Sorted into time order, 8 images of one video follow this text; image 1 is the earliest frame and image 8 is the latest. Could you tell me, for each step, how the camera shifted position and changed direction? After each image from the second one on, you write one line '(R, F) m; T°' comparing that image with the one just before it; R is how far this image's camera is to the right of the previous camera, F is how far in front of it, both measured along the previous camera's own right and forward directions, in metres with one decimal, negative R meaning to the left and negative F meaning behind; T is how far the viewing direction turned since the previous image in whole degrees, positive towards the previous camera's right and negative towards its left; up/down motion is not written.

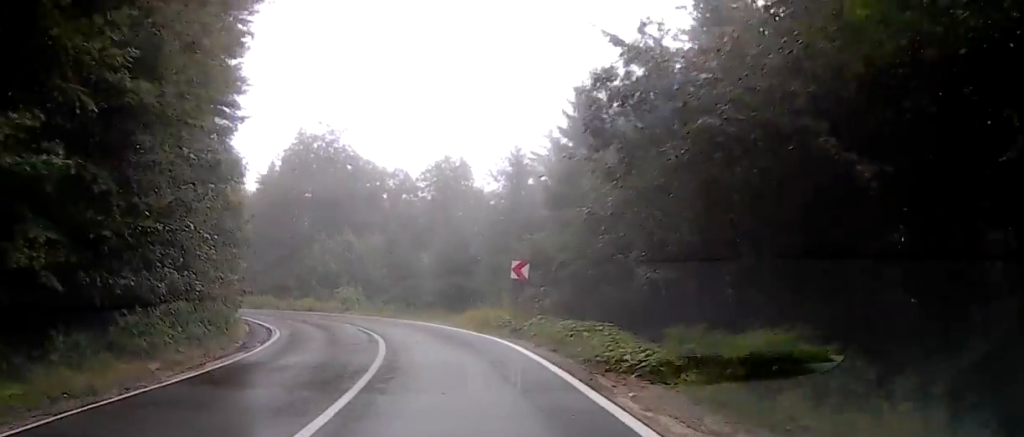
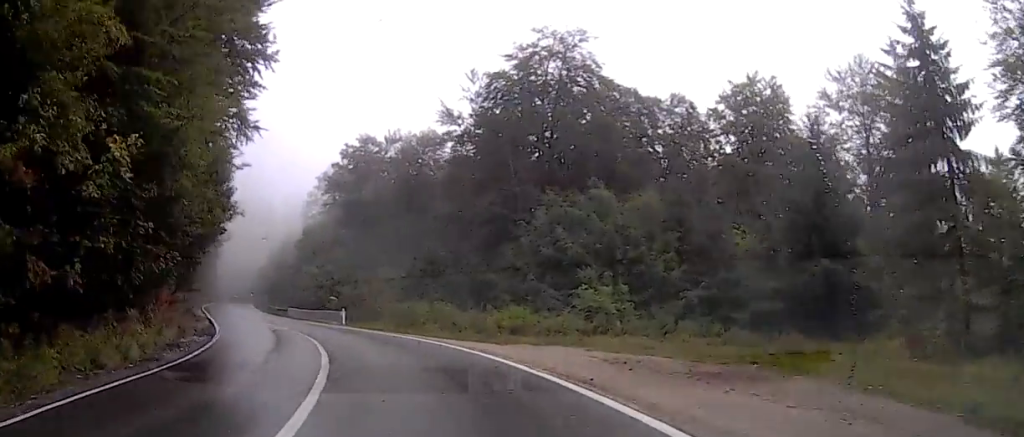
(-5.6, +31.9) m; -28°
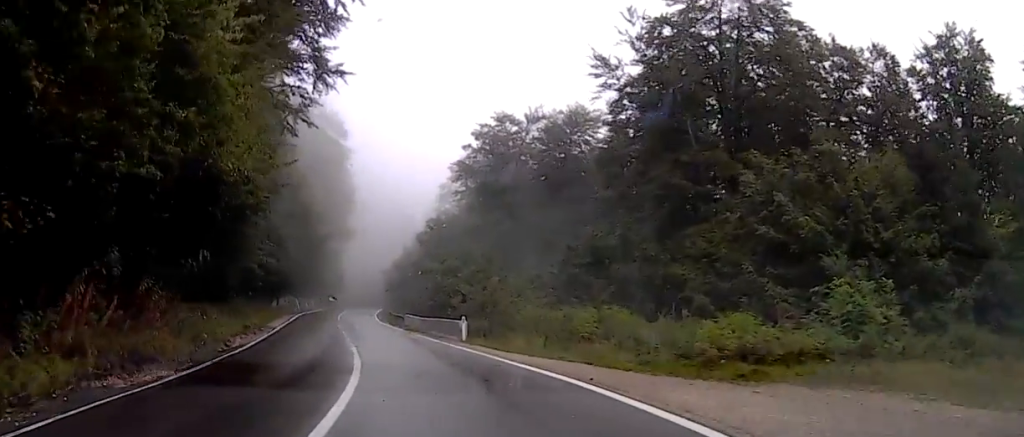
(-1.8, +12.1) m; -11°
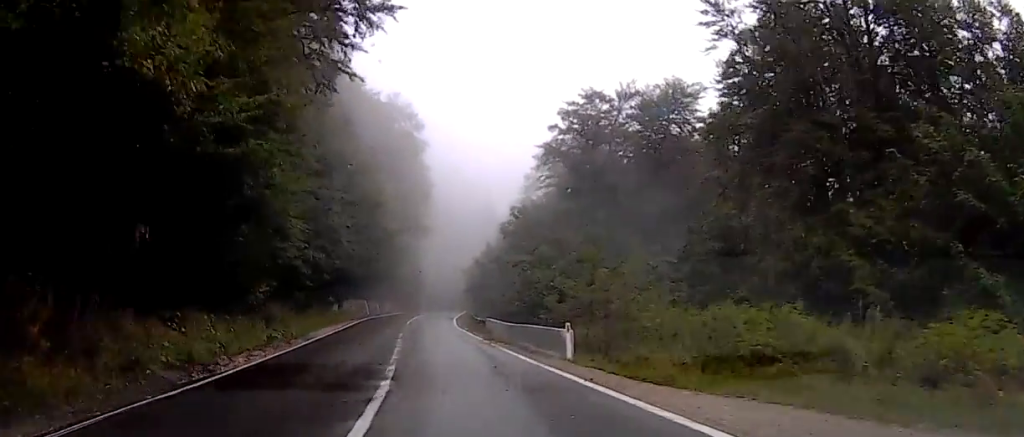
(+0.1, +7.3) m; -4°
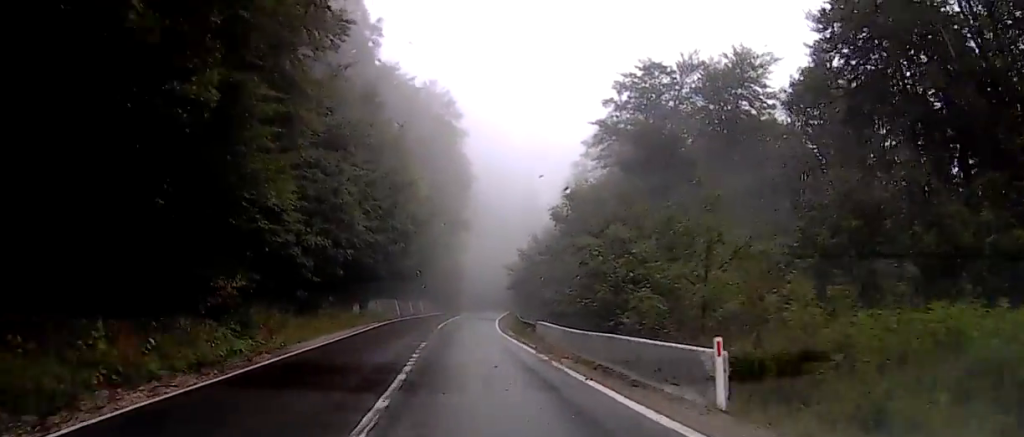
(-0.6, +7.9) m; -3°
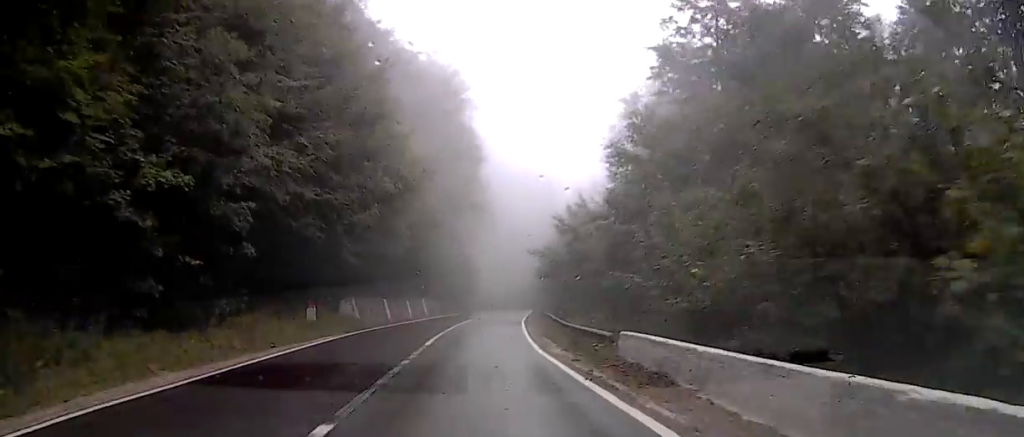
(-0.4, +14.2) m; +1°
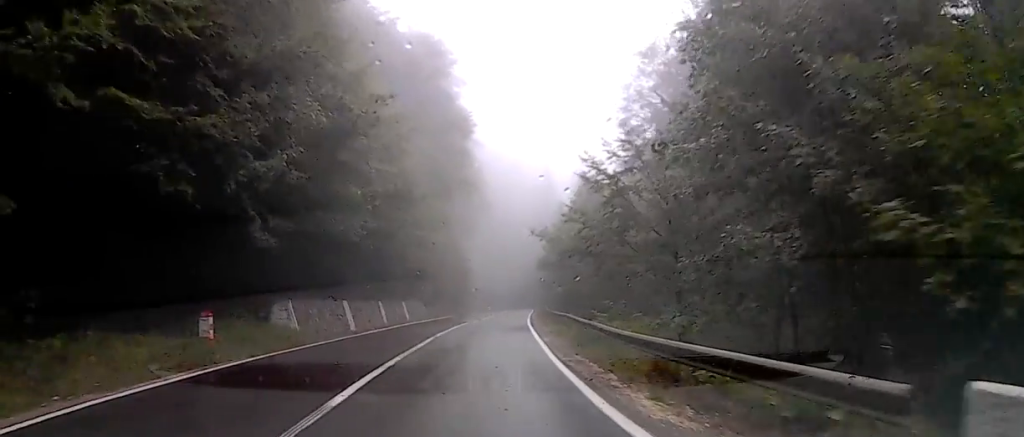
(+0.3, +10.3) m; +2°
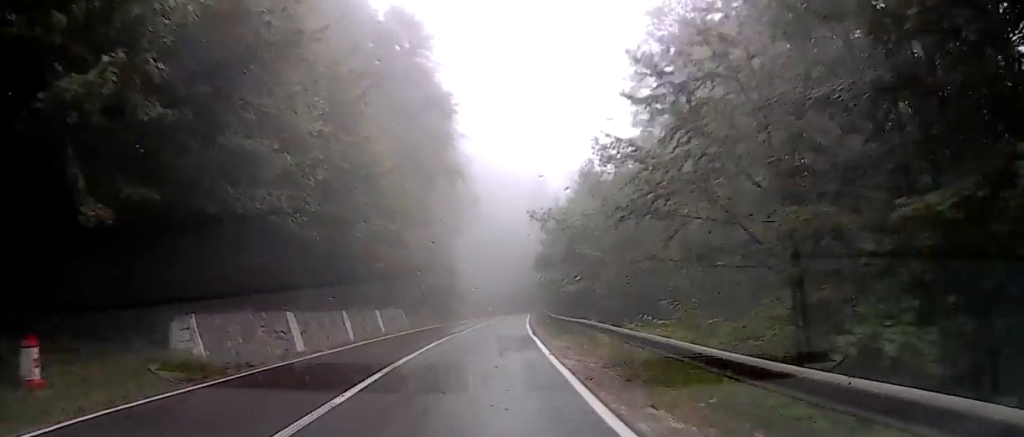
(+0.5, +8.1) m; +1°
